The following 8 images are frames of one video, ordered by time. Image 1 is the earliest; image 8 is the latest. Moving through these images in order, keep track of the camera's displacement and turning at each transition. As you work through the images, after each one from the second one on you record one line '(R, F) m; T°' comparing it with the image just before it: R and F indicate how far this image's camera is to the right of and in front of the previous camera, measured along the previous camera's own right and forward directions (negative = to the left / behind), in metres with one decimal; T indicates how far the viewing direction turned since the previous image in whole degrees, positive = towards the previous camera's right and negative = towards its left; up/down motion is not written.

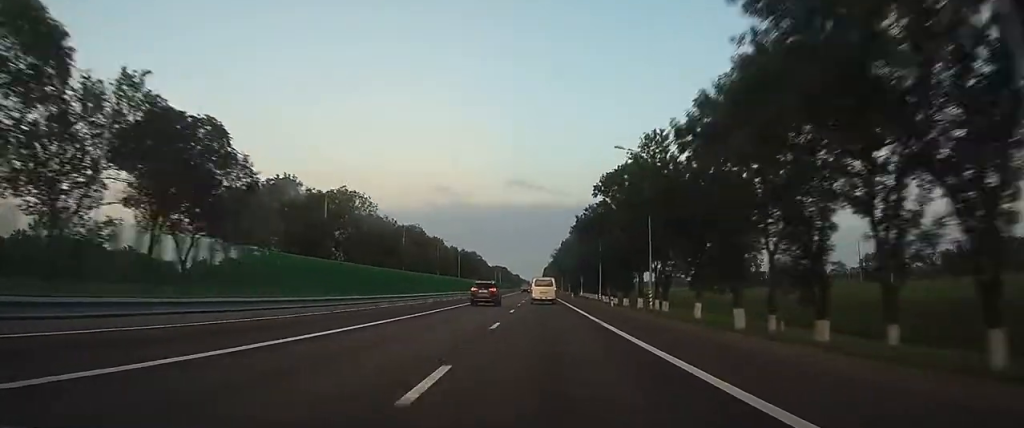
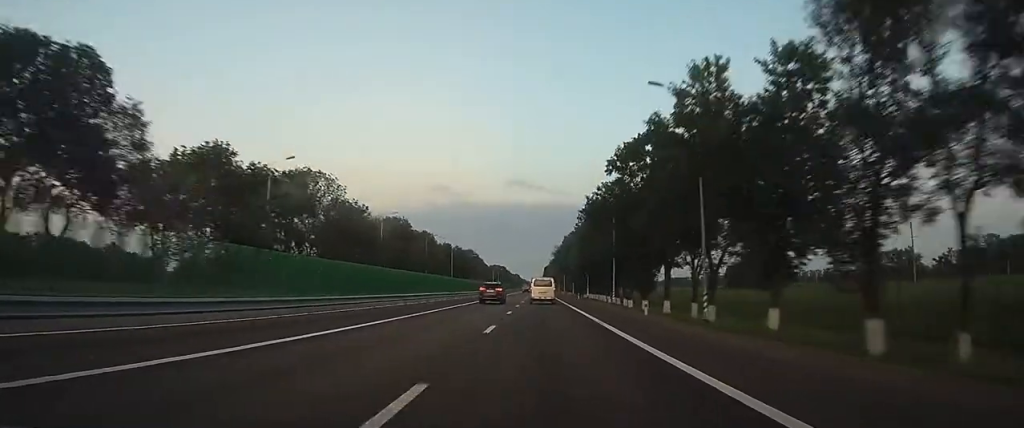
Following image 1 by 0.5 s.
(0.0, +13.7) m; 0°
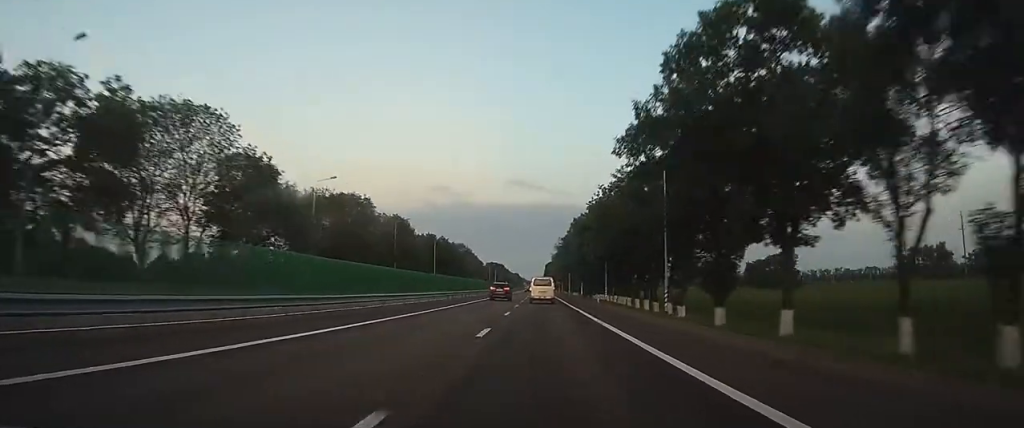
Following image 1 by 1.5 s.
(-0.1, +25.8) m; 0°
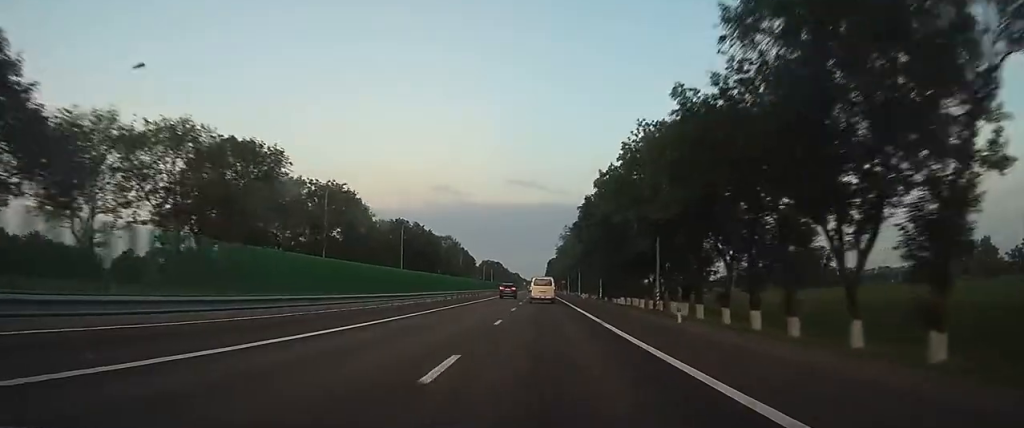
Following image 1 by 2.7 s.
(+0.2, +31.0) m; 0°
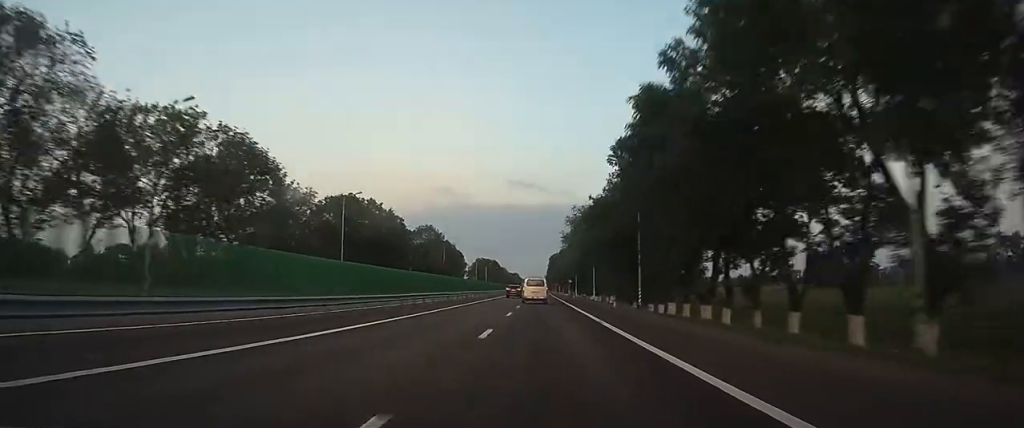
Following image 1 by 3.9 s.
(0.0, +29.2) m; 0°
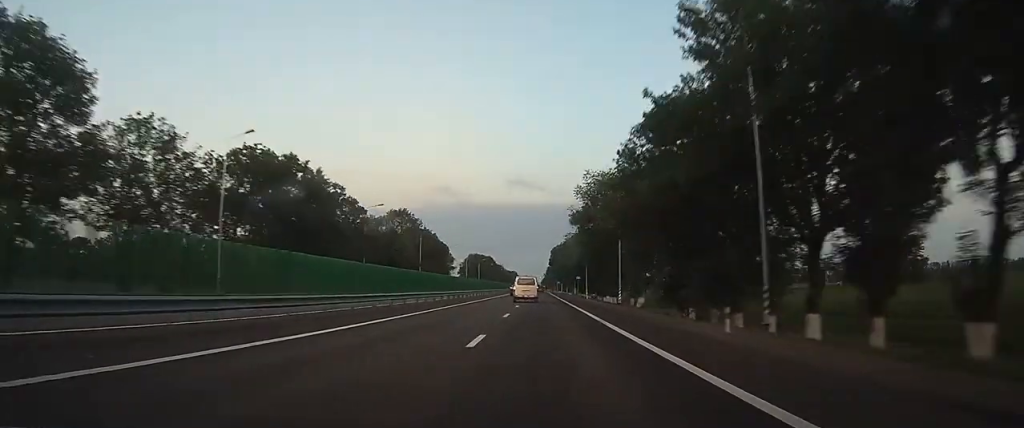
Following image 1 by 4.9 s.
(0.0, +26.5) m; 0°
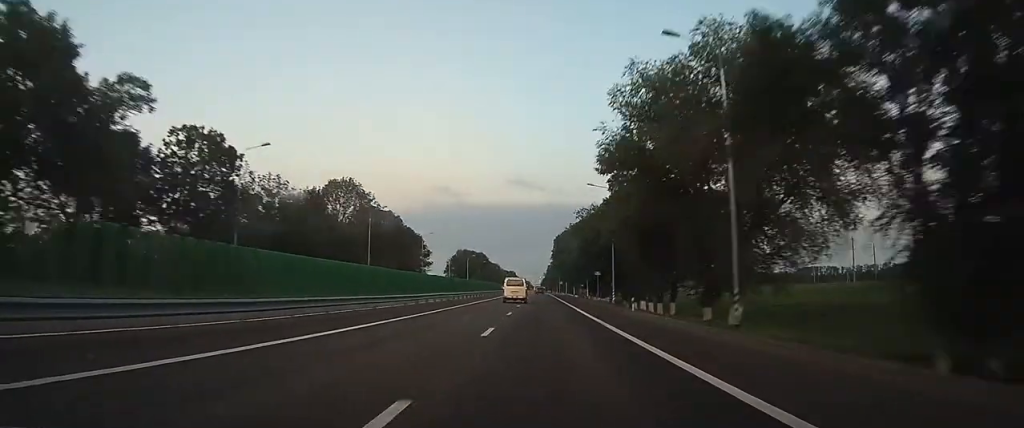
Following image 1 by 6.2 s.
(0.0, +33.0) m; 0°
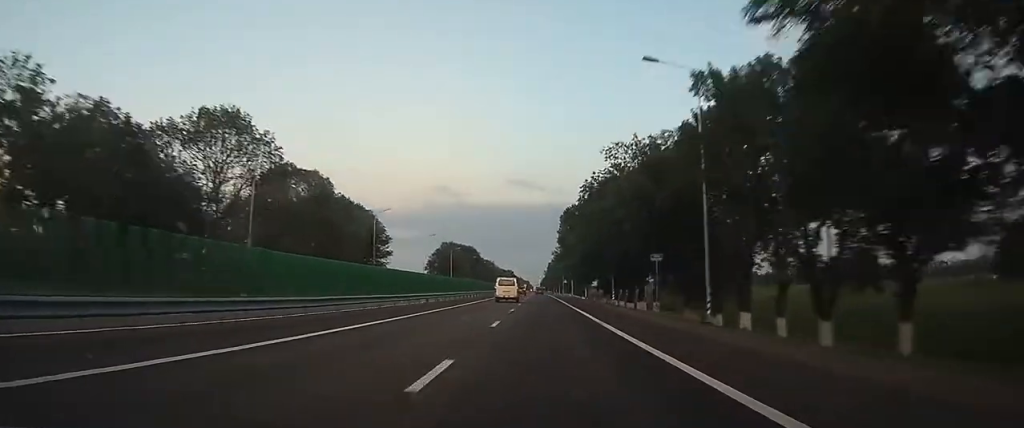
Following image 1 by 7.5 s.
(0.0, +32.6) m; 0°
